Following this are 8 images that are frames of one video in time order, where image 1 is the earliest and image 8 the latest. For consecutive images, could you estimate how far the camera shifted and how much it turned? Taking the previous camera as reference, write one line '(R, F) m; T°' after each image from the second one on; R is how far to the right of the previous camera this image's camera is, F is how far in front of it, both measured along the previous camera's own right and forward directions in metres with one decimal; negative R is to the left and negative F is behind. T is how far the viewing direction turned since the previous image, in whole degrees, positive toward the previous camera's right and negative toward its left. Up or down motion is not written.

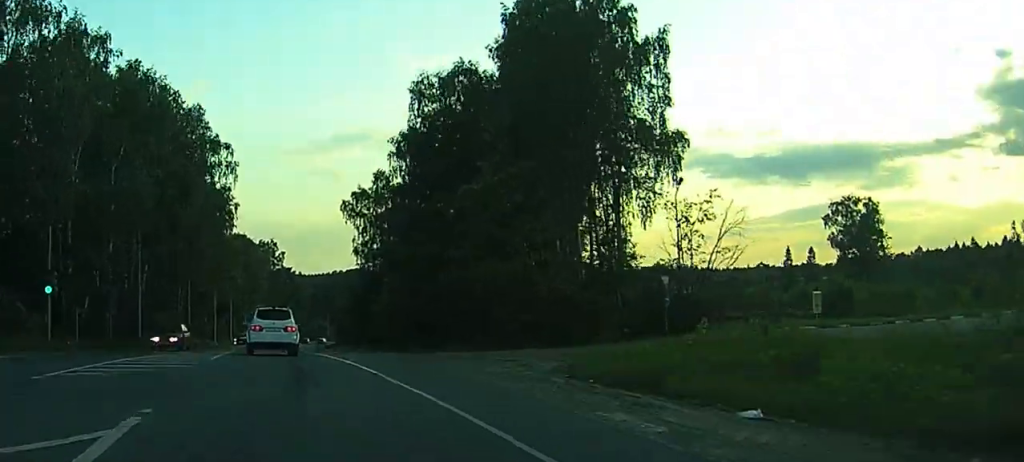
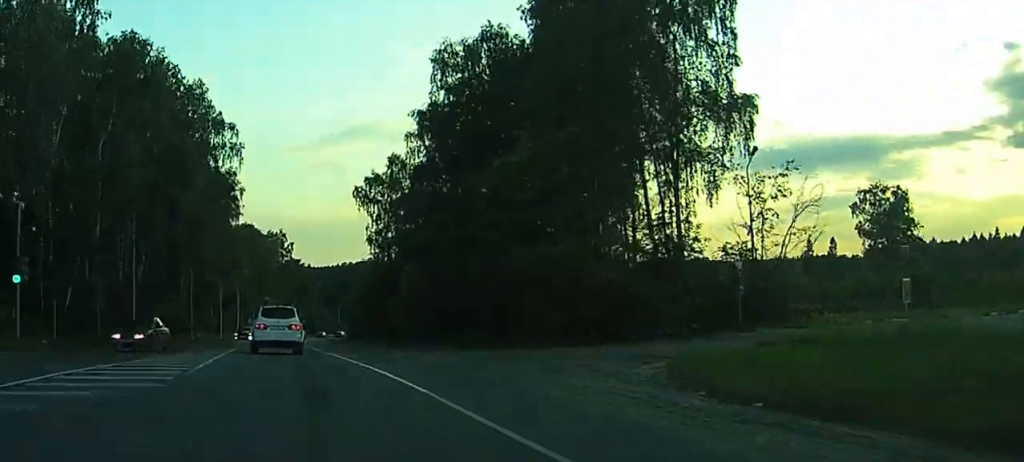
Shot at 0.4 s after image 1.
(-0.1, +6.4) m; 0°
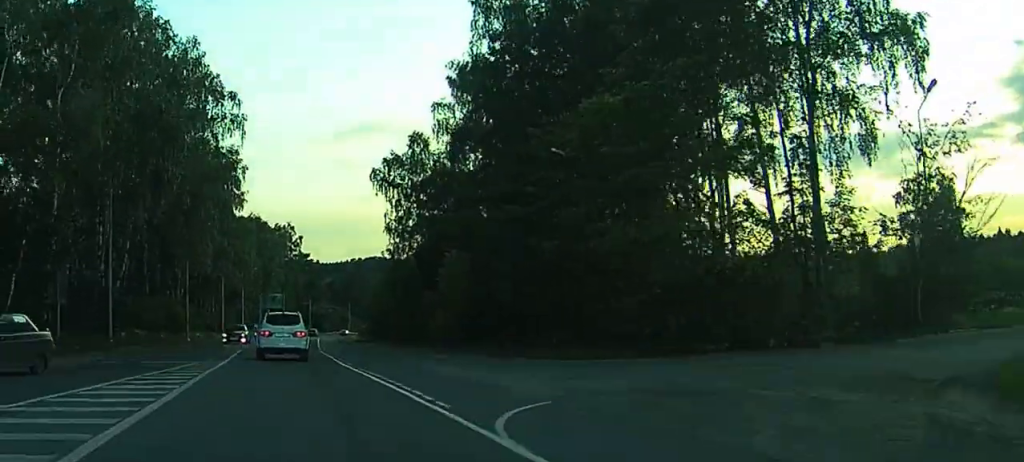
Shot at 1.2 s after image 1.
(-0.1, +11.0) m; 0°
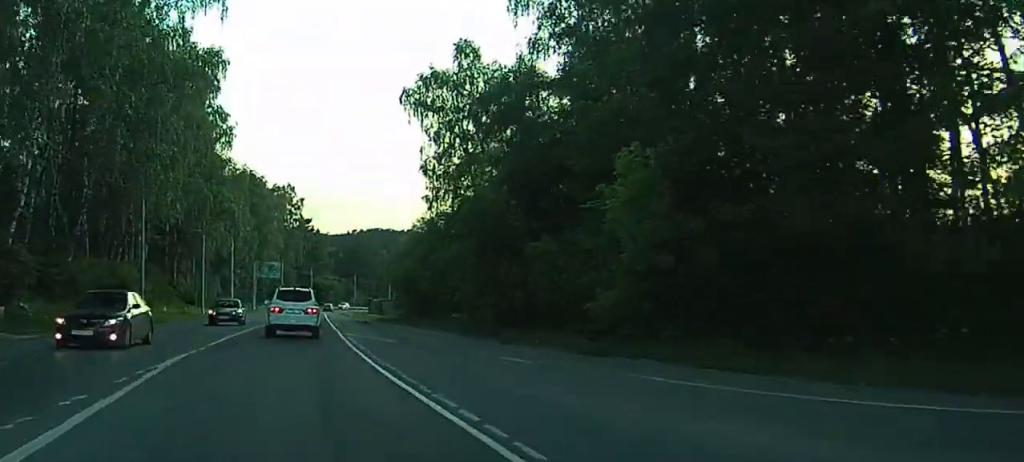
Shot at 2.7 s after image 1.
(+0.5, +24.1) m; +2°
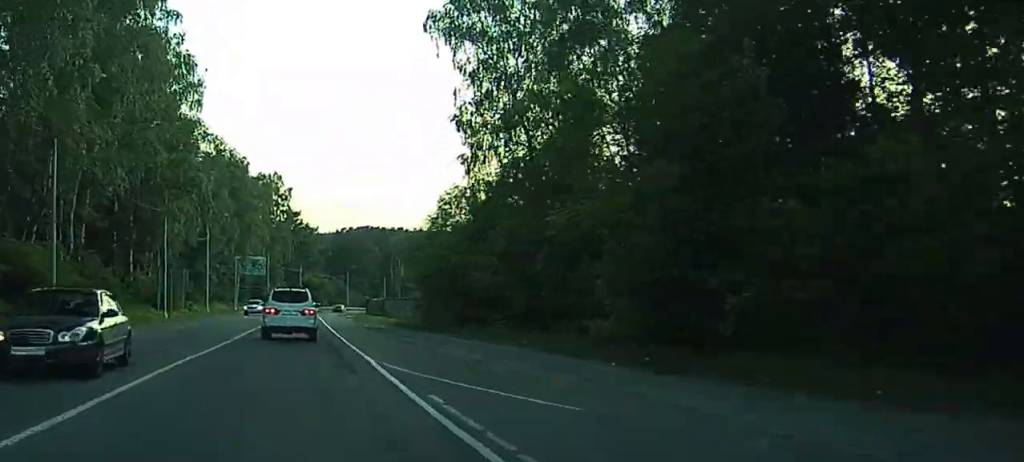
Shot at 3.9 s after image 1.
(0.0, +18.1) m; 0°
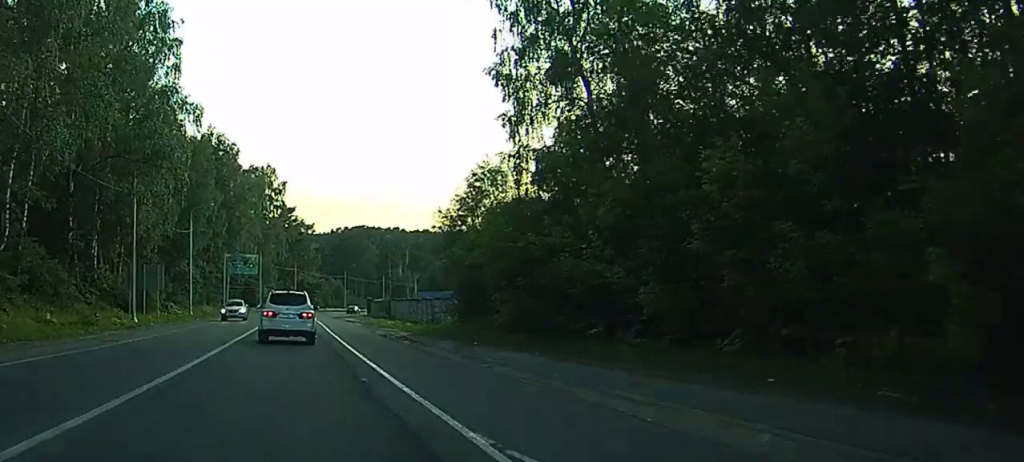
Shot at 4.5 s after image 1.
(-0.1, +10.9) m; 0°
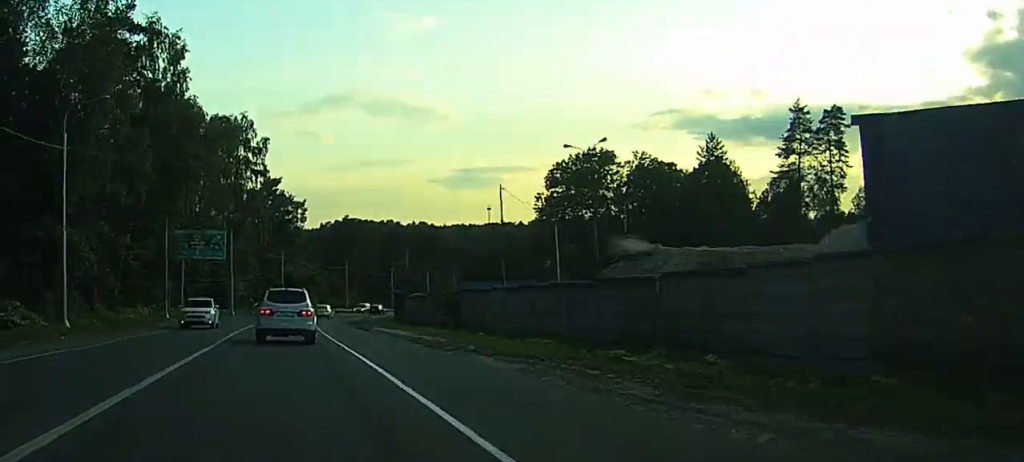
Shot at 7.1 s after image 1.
(+0.7, +43.8) m; +1°
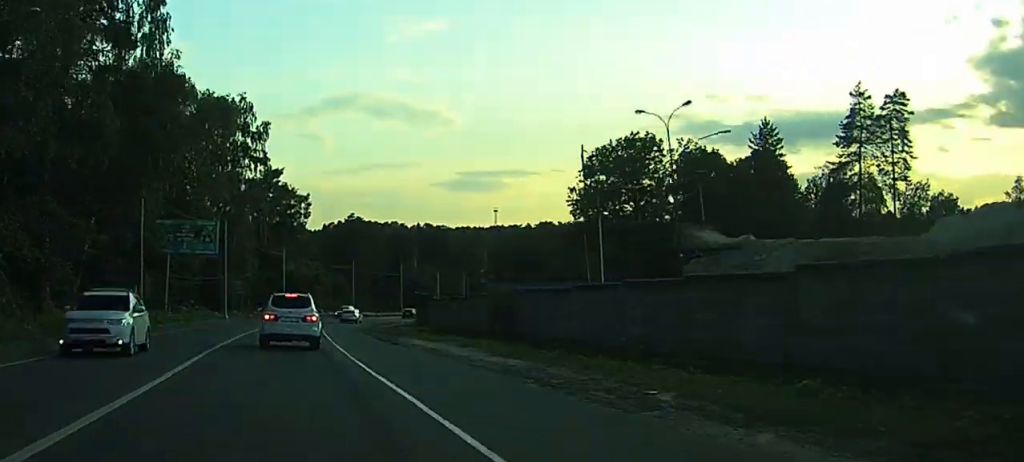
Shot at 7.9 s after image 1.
(0.0, +12.7) m; 0°
